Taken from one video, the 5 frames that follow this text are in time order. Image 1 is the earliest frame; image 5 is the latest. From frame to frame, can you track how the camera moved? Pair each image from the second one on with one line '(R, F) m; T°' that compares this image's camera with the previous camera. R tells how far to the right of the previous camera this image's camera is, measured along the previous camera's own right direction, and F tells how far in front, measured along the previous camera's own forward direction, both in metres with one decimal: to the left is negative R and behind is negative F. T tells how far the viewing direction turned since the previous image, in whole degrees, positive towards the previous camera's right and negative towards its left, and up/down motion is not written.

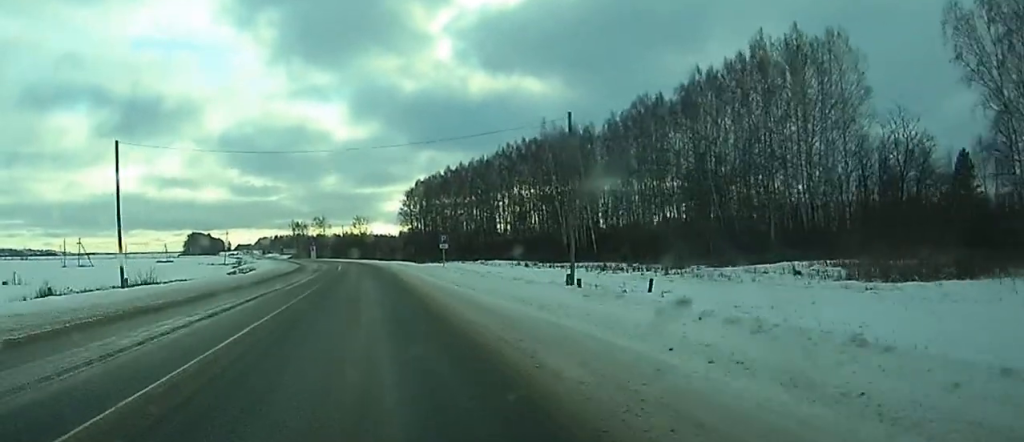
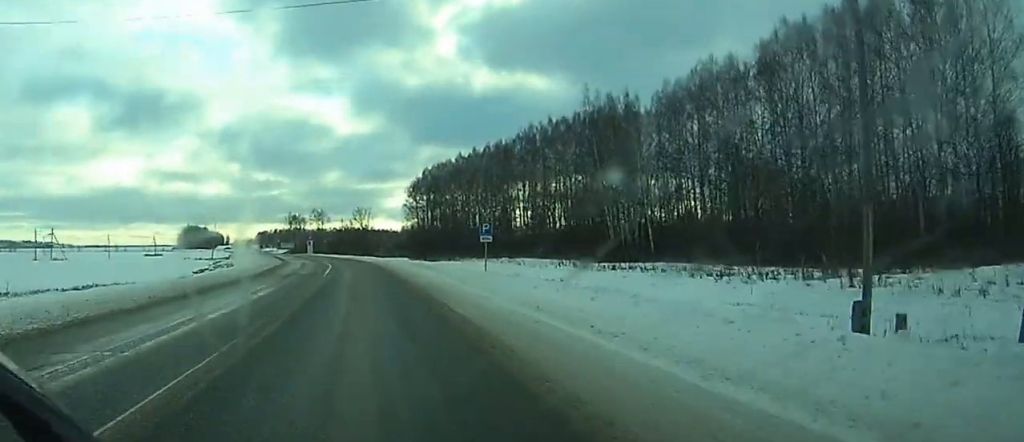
(-0.1, +25.3) m; 0°
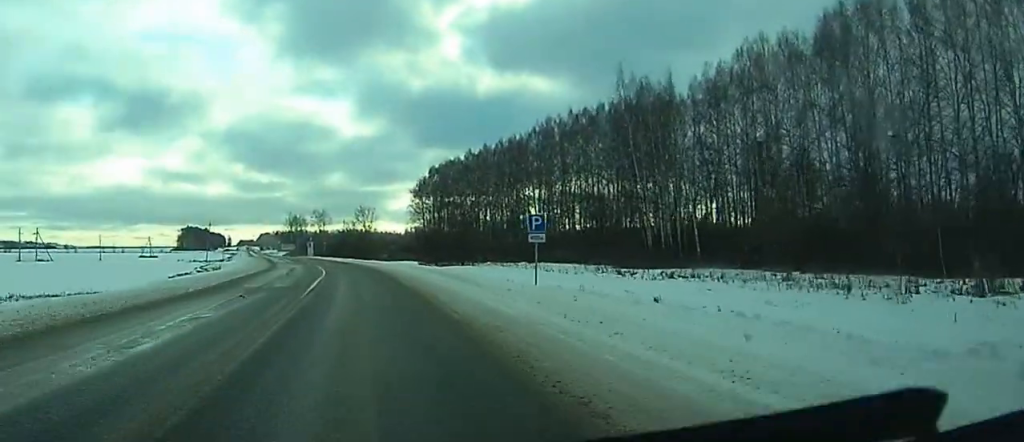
(0.0, +13.6) m; -1°
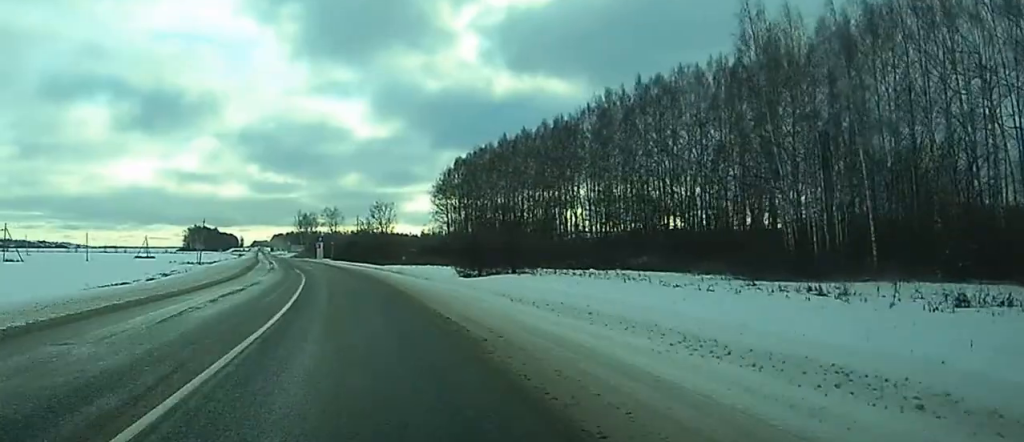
(-0.4, +30.4) m; -2°
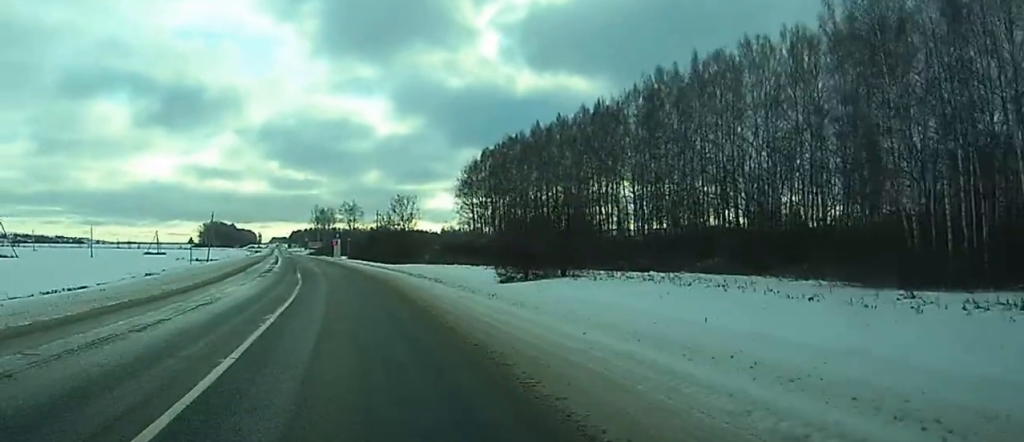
(-0.2, +14.3) m; -1°
